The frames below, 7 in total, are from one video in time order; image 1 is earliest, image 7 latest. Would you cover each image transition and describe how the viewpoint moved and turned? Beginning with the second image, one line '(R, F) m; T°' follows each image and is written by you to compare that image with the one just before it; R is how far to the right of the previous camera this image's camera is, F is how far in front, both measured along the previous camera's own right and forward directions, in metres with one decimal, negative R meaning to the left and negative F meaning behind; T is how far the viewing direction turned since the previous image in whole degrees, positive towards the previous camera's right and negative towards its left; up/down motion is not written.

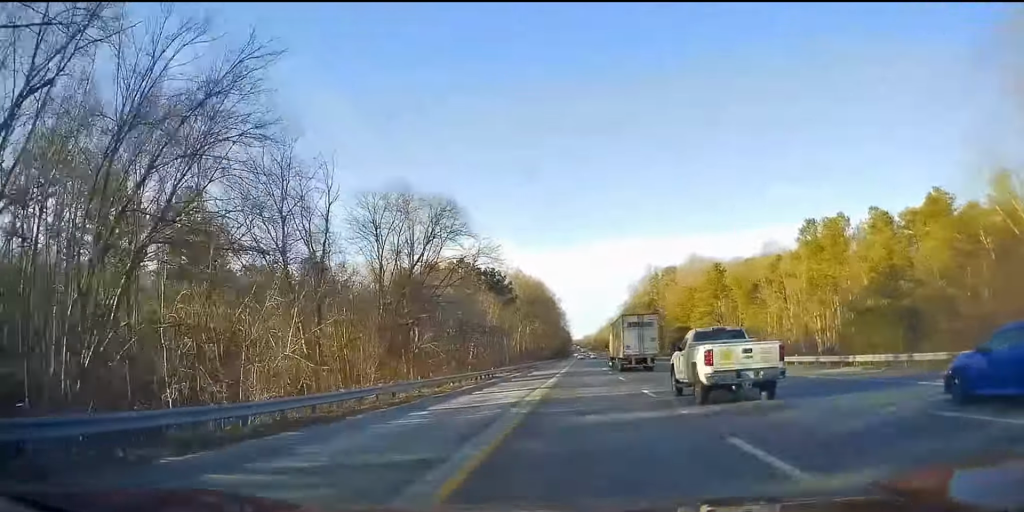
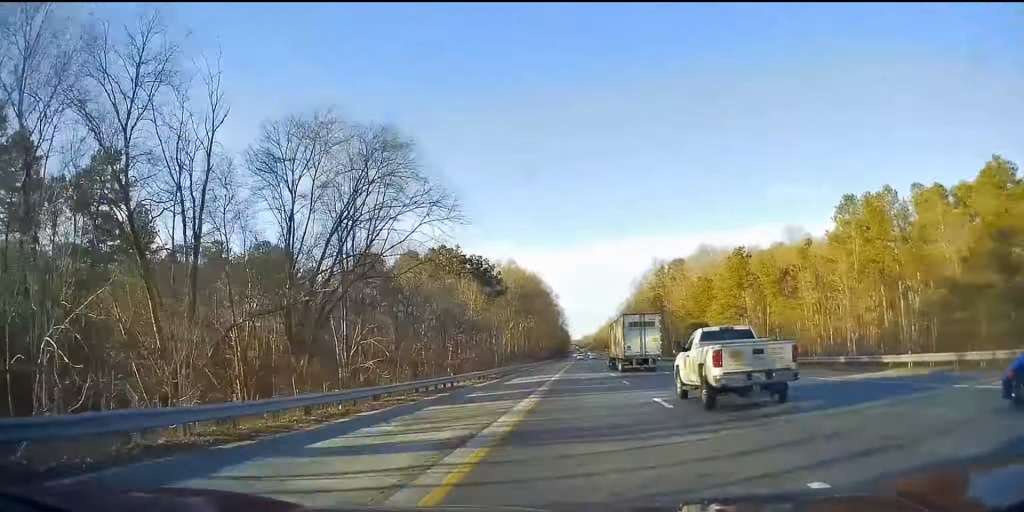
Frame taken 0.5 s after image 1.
(-0.1, +15.6) m; 0°
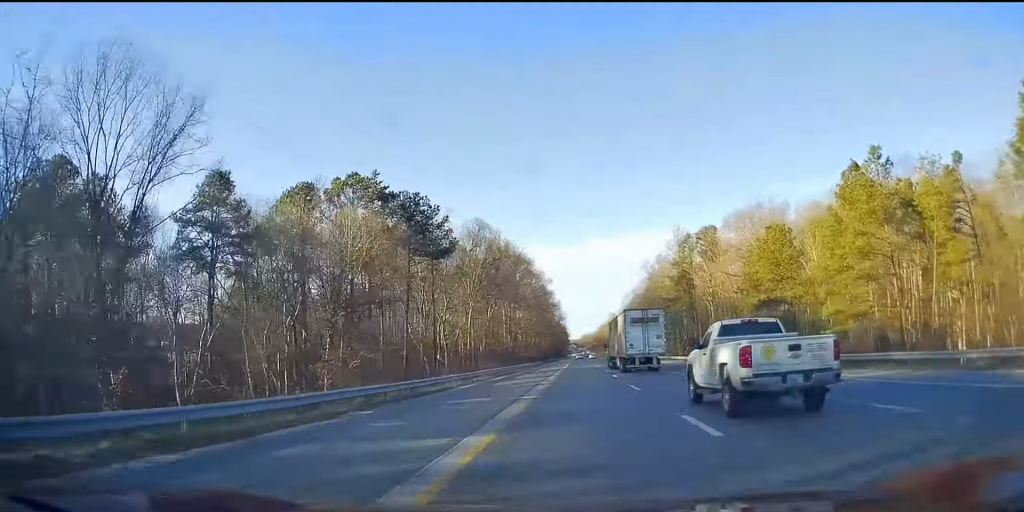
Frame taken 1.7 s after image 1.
(+0.1, +42.5) m; -1°
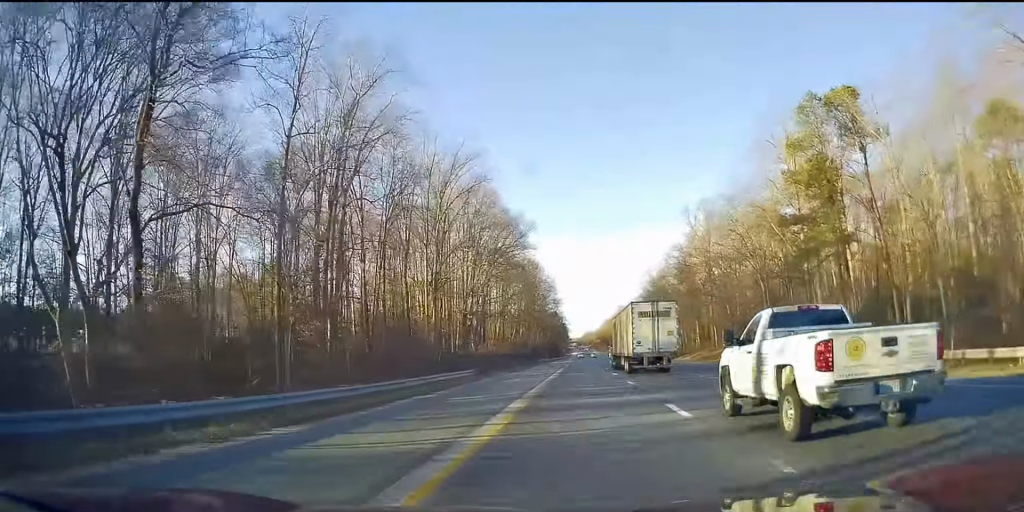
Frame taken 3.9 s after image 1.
(-0.4, +71.4) m; +1°
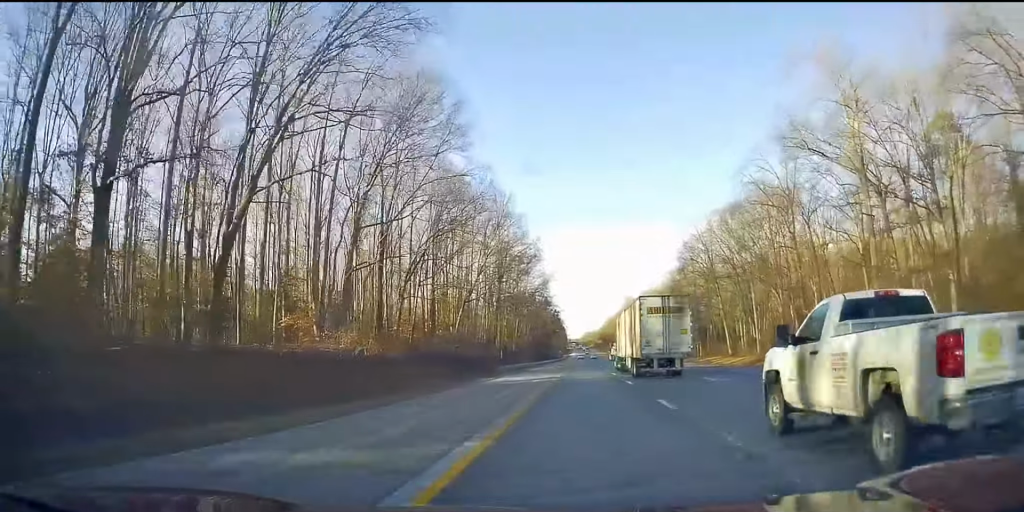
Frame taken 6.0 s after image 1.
(-0.3, +72.4) m; -1°
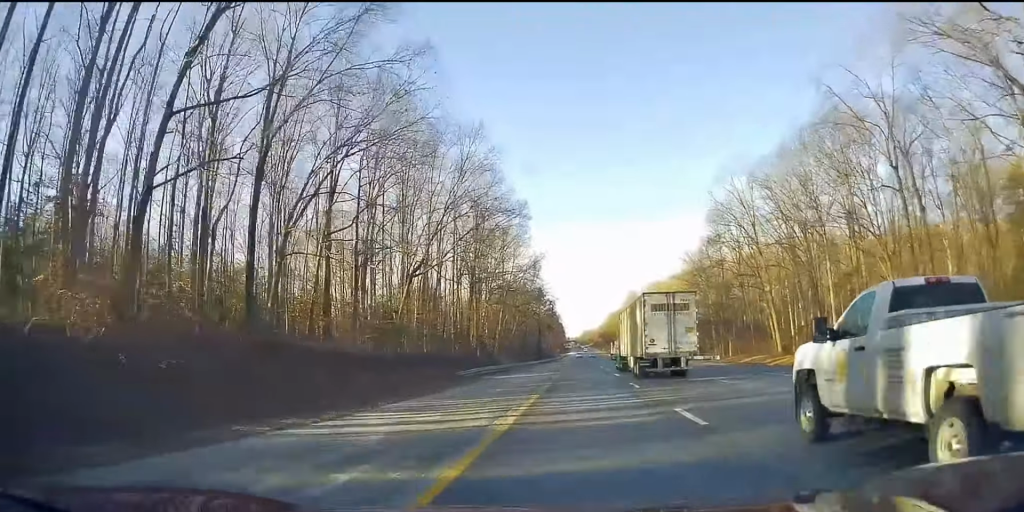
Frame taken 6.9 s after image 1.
(+0.1, +28.1) m; 0°
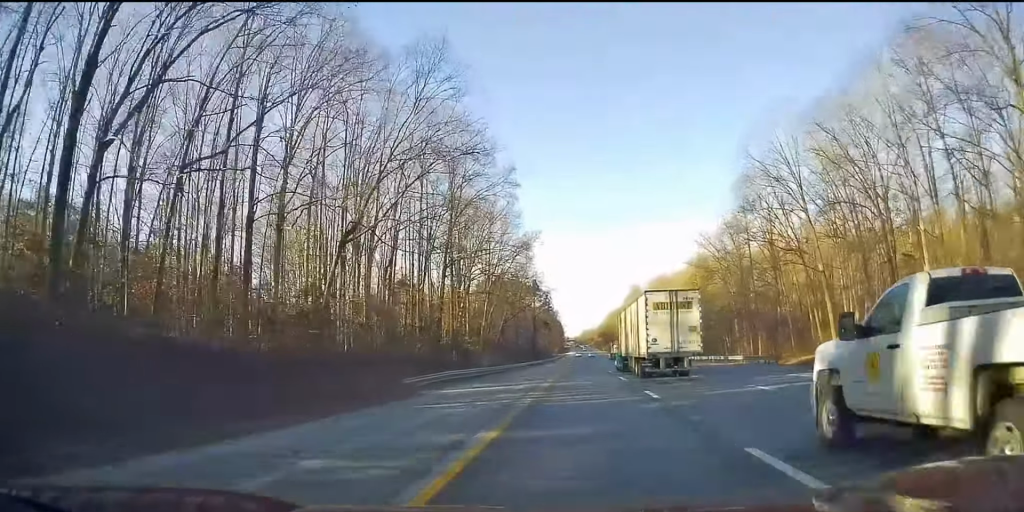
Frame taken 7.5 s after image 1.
(+0.2, +18.7) m; 0°
